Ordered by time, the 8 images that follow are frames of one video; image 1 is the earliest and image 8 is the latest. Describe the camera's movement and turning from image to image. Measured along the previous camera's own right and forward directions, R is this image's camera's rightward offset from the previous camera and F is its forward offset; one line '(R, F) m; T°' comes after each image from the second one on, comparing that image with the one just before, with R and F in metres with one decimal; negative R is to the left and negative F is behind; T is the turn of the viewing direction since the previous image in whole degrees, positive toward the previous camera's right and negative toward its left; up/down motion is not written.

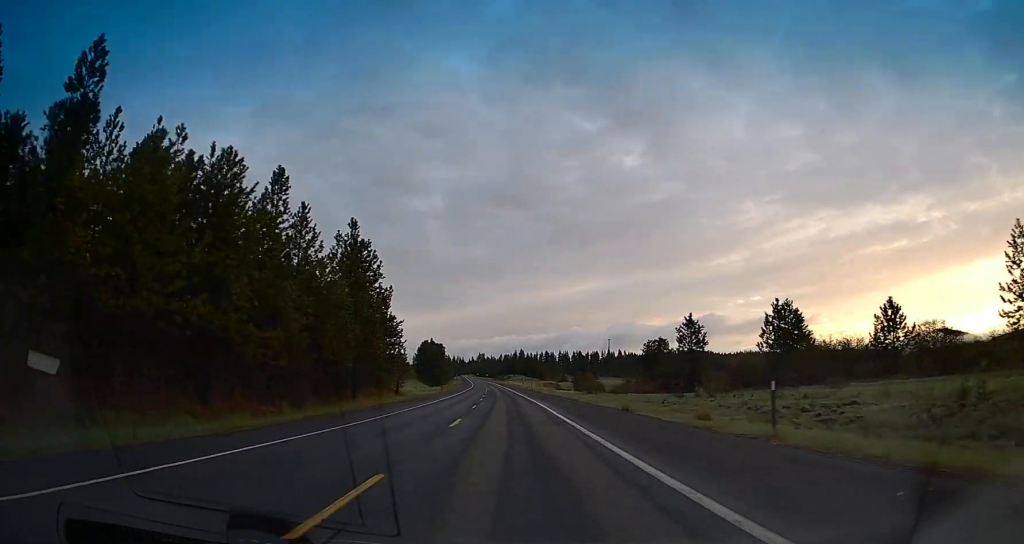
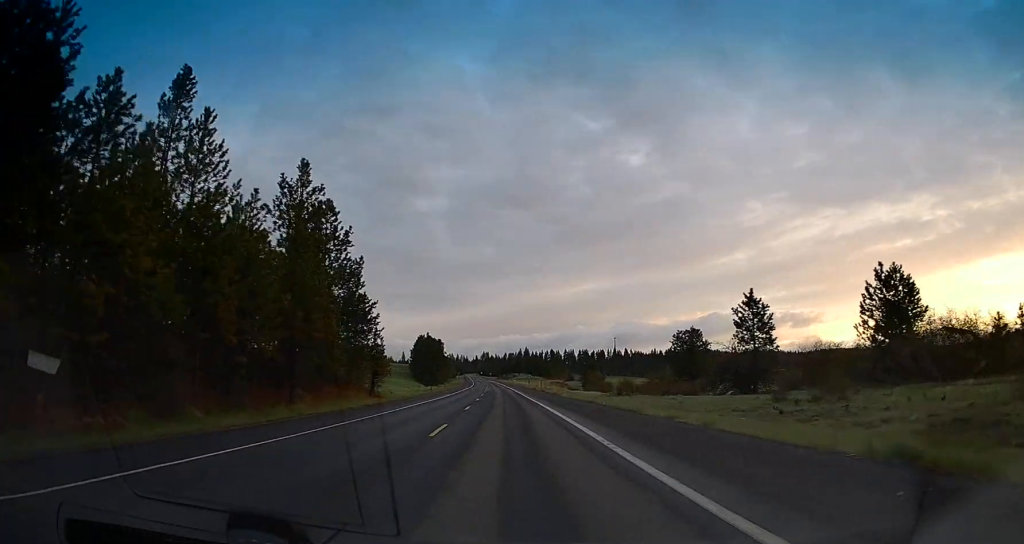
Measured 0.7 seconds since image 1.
(0.0, +18.8) m; 0°
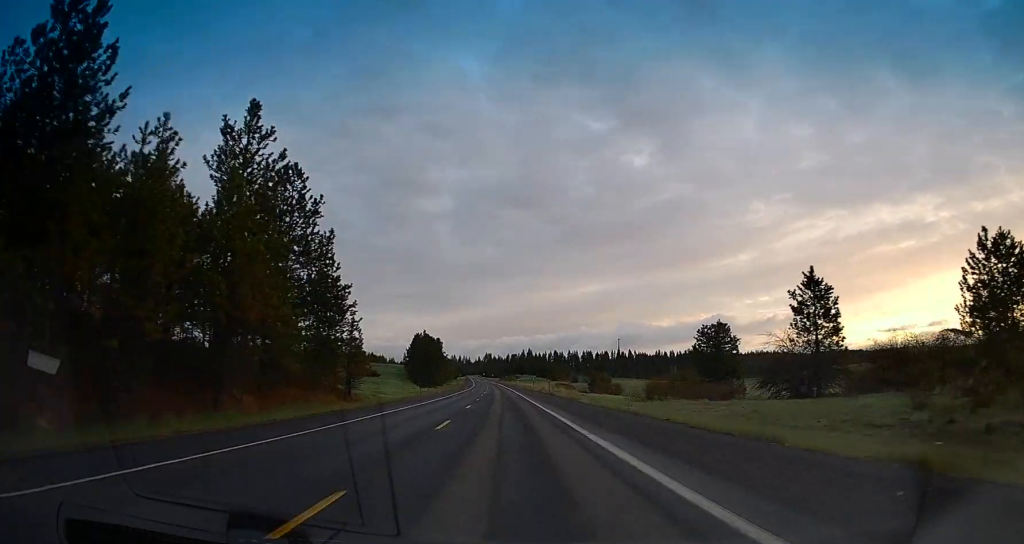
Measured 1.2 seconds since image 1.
(0.0, +11.8) m; 0°
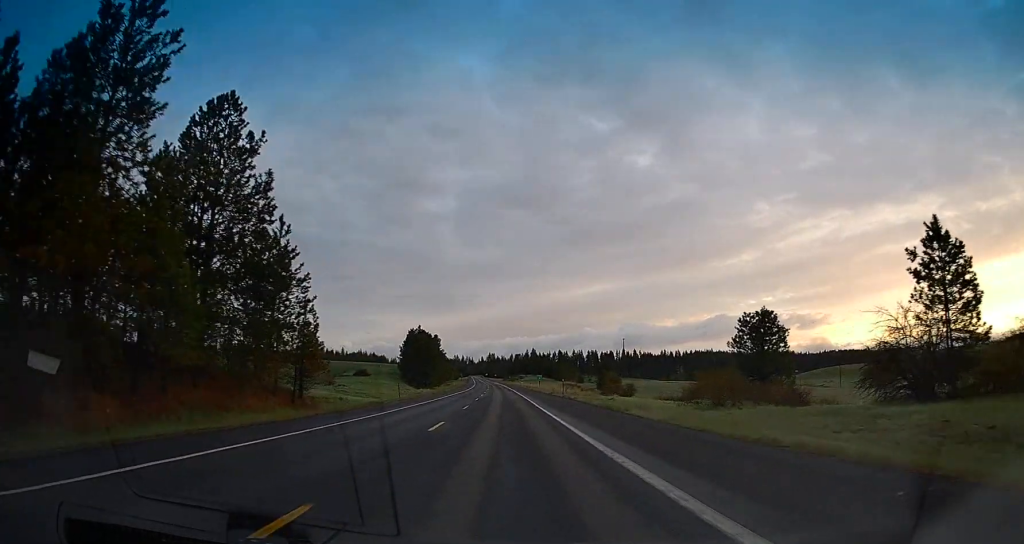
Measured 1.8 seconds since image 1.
(+0.1, +14.7) m; 0°
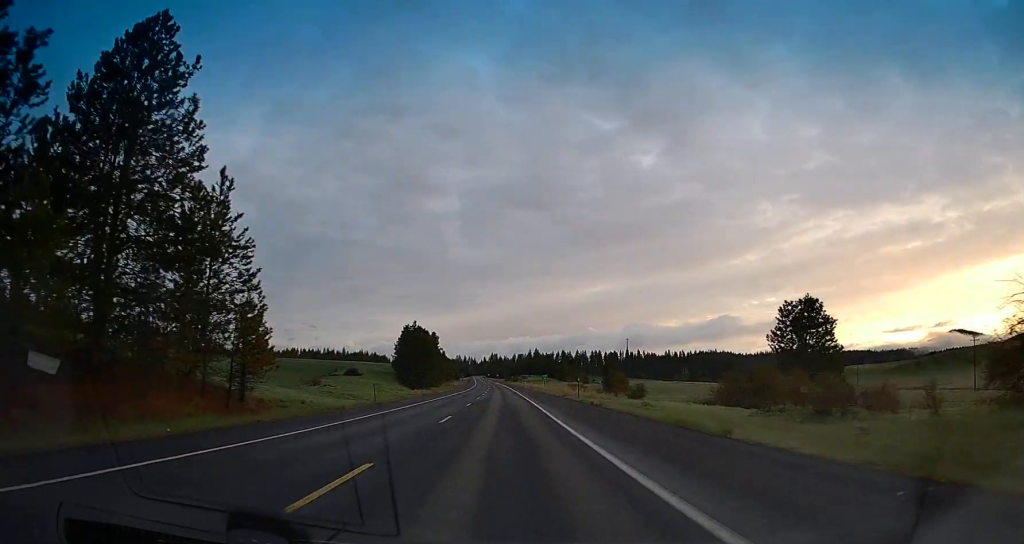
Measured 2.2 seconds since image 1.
(0.0, +10.3) m; 0°
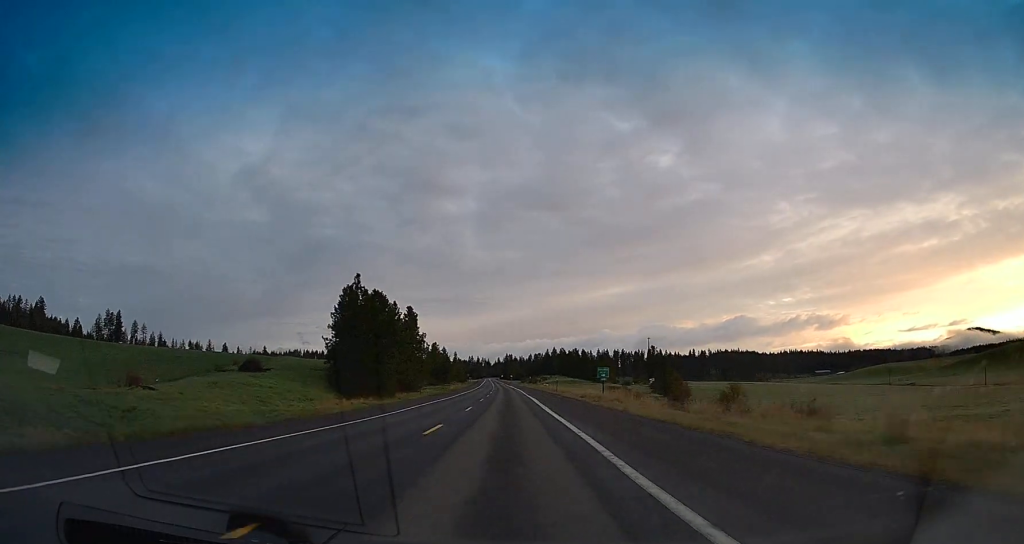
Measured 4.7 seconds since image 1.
(-1.5, +58.1) m; -3°
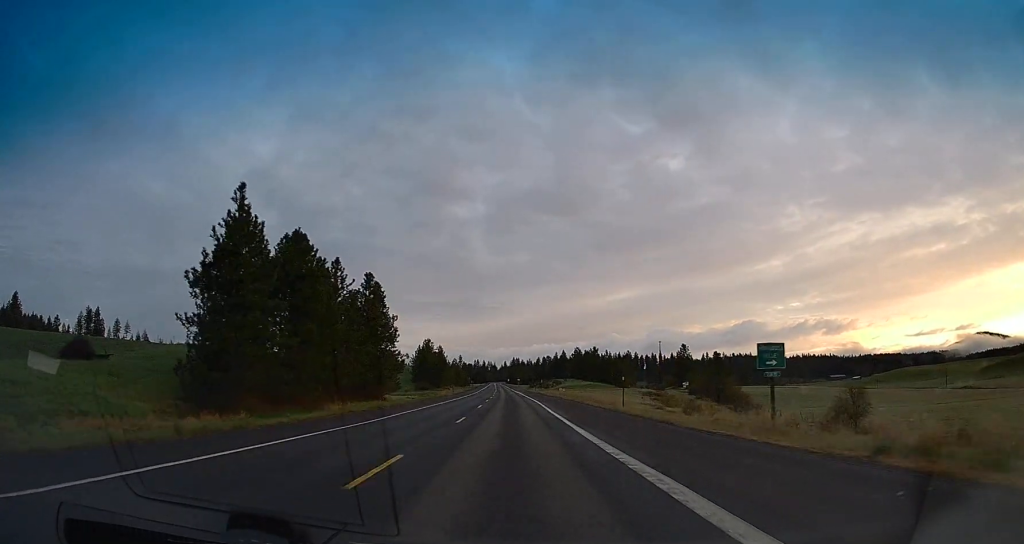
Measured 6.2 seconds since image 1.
(-0.1, +41.3) m; 0°
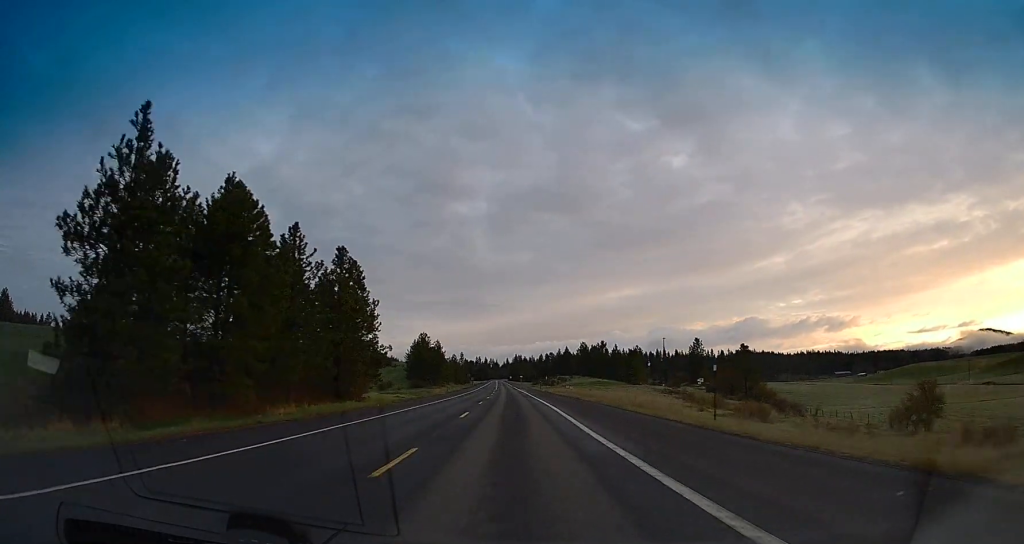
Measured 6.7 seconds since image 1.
(-0.1, +16.9) m; 0°
